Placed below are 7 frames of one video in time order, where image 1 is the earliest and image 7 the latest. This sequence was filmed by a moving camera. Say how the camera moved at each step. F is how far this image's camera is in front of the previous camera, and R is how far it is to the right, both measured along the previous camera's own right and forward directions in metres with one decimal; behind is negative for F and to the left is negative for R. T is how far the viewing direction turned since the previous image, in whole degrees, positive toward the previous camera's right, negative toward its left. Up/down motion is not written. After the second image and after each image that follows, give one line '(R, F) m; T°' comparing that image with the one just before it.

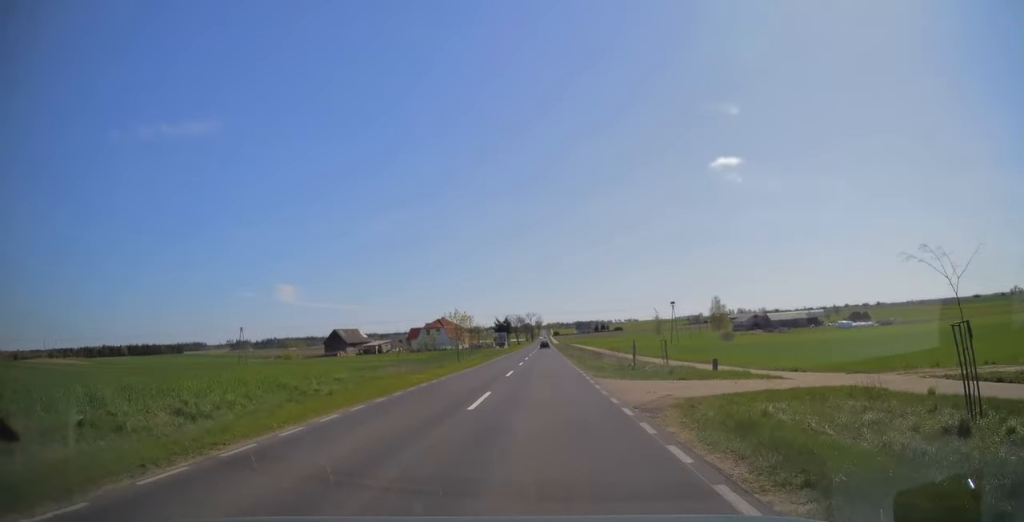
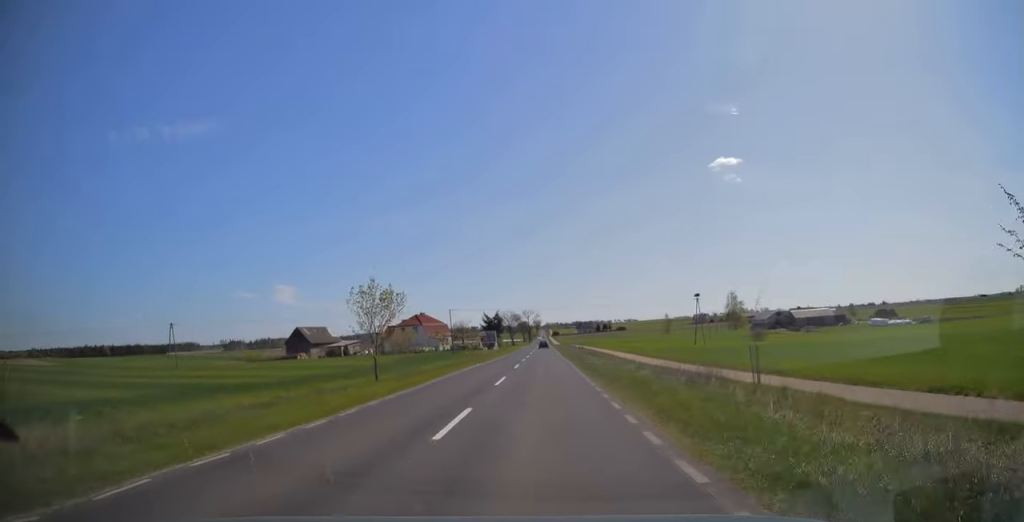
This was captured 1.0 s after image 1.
(0.0, +27.2) m; 0°
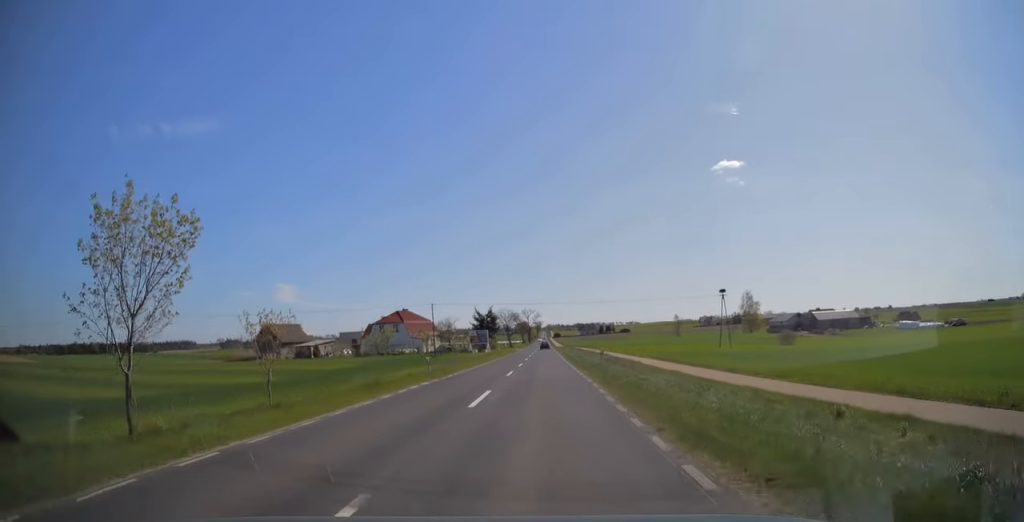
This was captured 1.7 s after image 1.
(+0.1, +18.6) m; 0°
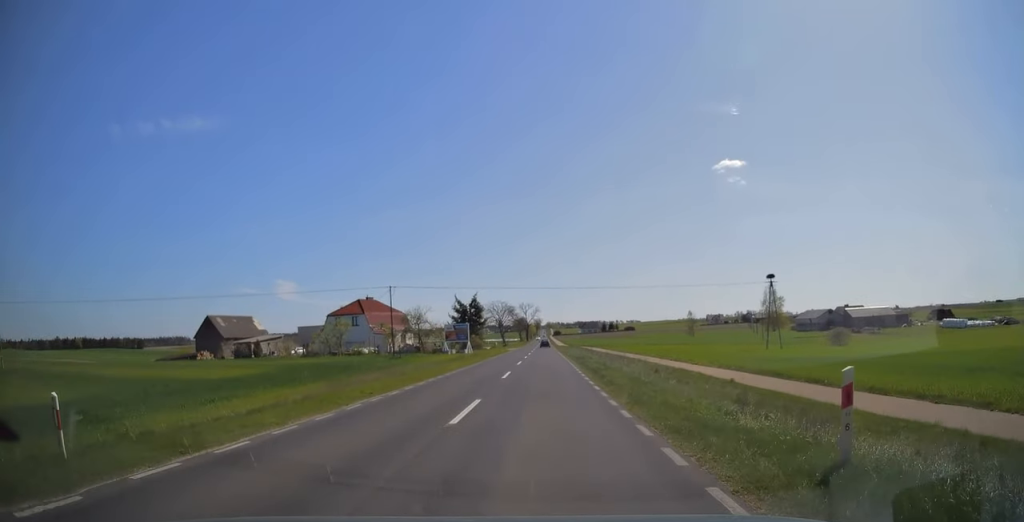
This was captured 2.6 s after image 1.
(0.0, +25.4) m; 0°
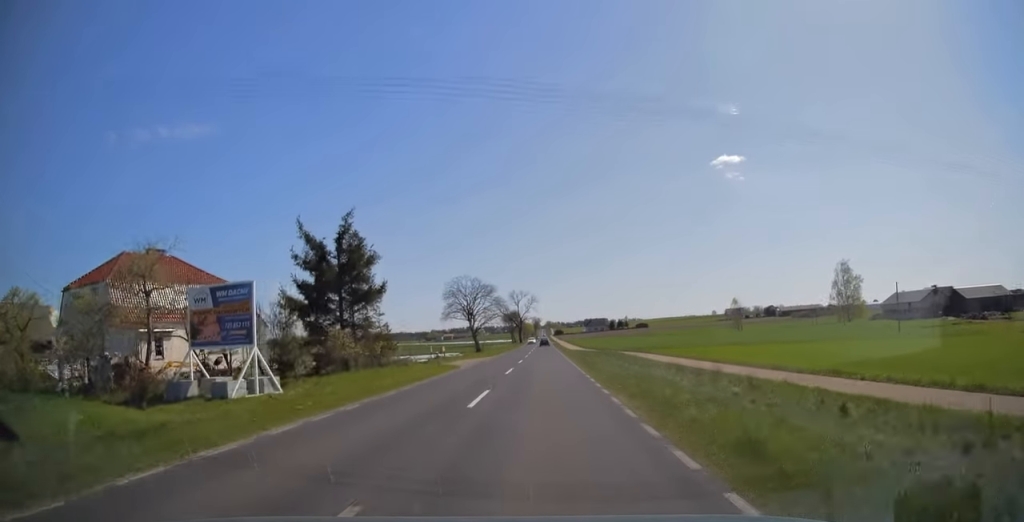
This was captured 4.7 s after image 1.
(-0.1, +57.5) m; 0°
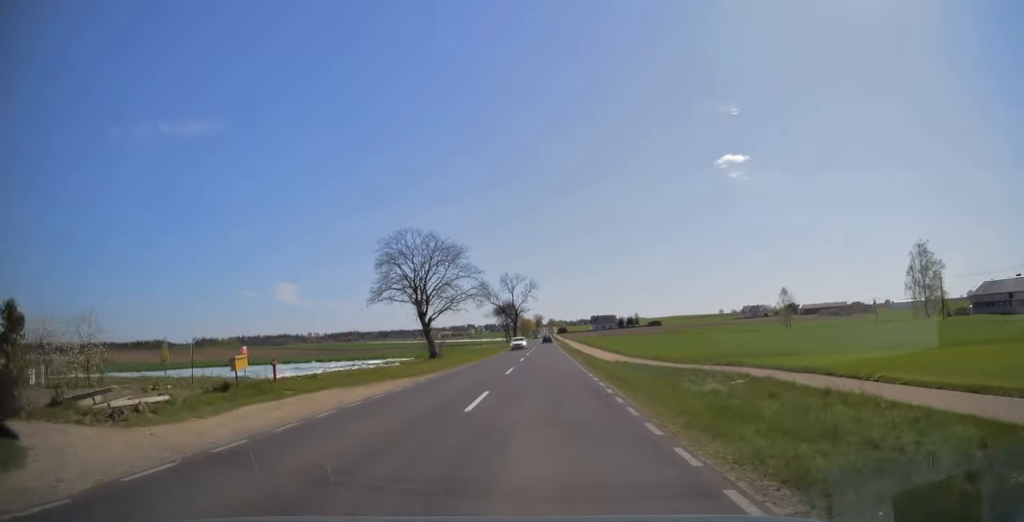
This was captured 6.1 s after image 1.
(0.0, +36.7) m; 0°
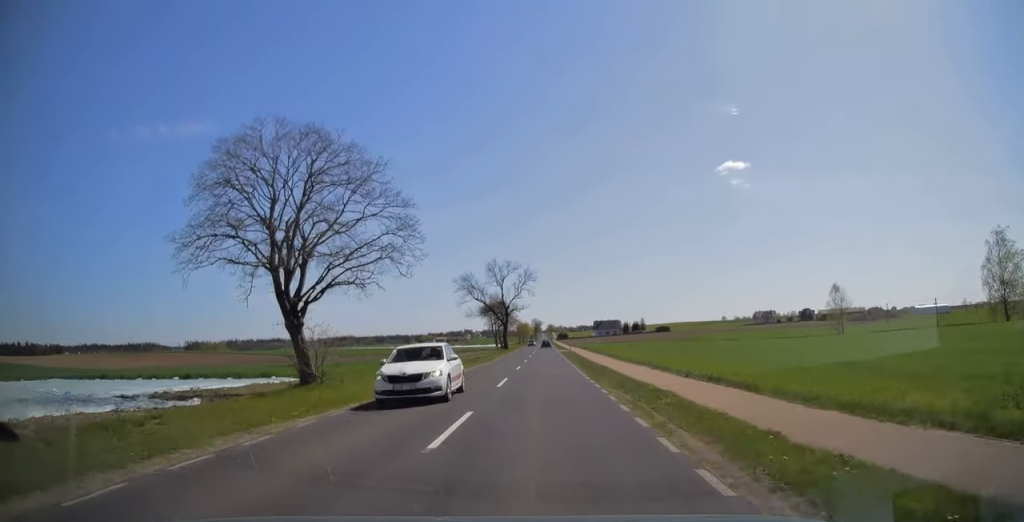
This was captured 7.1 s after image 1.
(-0.1, +27.6) m; 0°
